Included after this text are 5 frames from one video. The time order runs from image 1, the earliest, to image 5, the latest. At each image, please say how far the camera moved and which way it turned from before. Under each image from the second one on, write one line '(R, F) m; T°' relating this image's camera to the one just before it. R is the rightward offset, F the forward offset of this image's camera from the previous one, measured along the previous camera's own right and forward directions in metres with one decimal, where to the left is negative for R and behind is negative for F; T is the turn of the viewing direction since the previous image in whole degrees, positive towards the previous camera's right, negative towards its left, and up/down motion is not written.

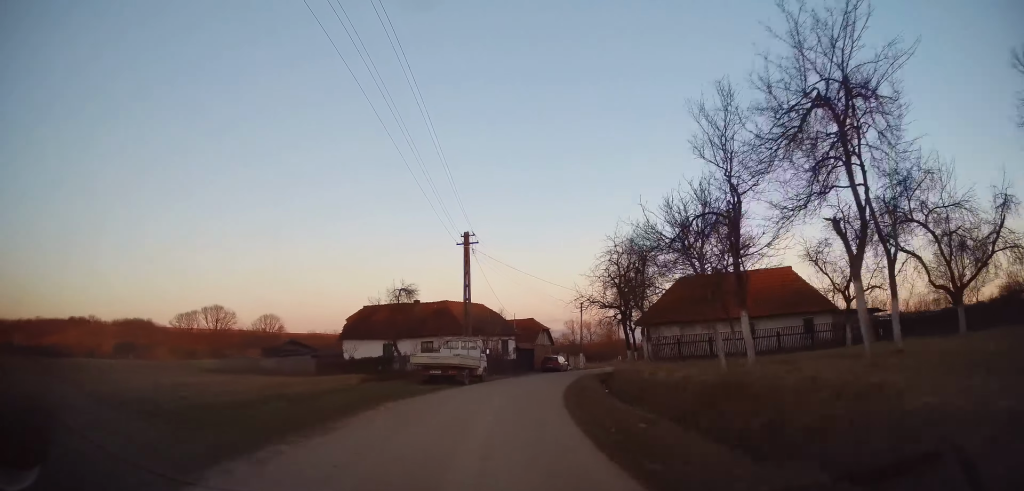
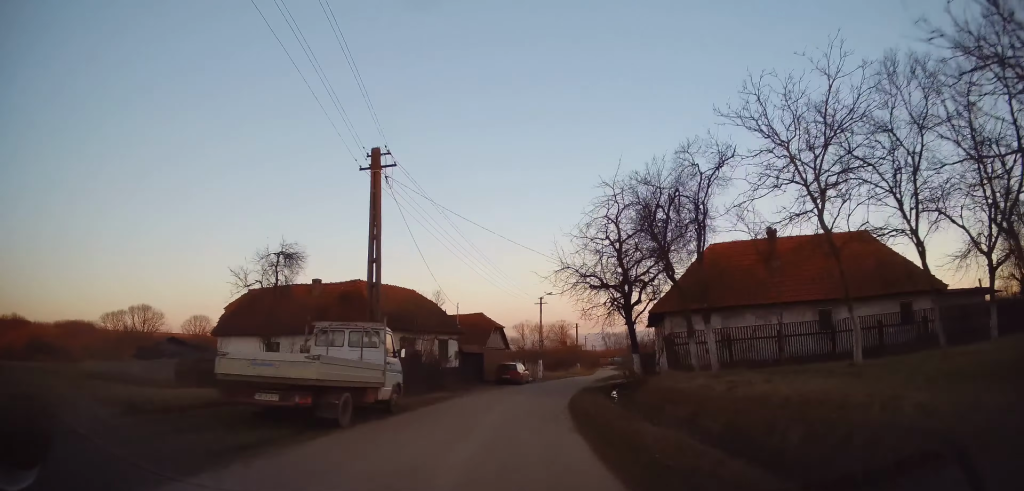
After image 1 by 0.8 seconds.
(+0.7, +13.2) m; +7°
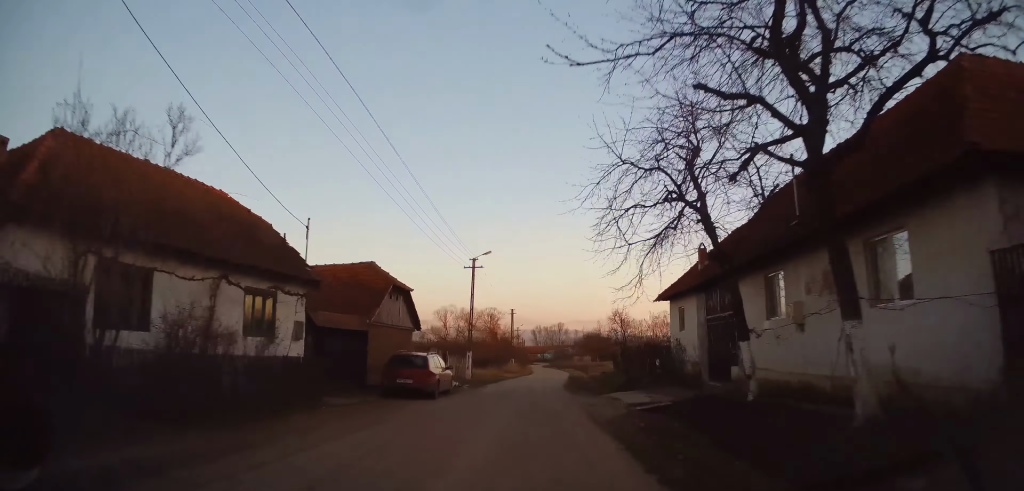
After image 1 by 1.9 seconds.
(+1.5, +18.0) m; +8°
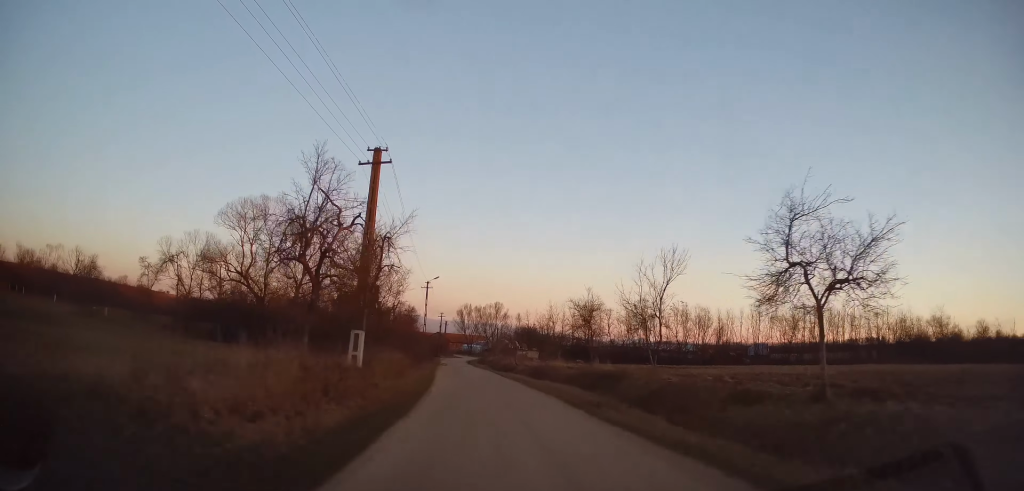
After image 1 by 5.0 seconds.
(+5.2, +53.9) m; +5°
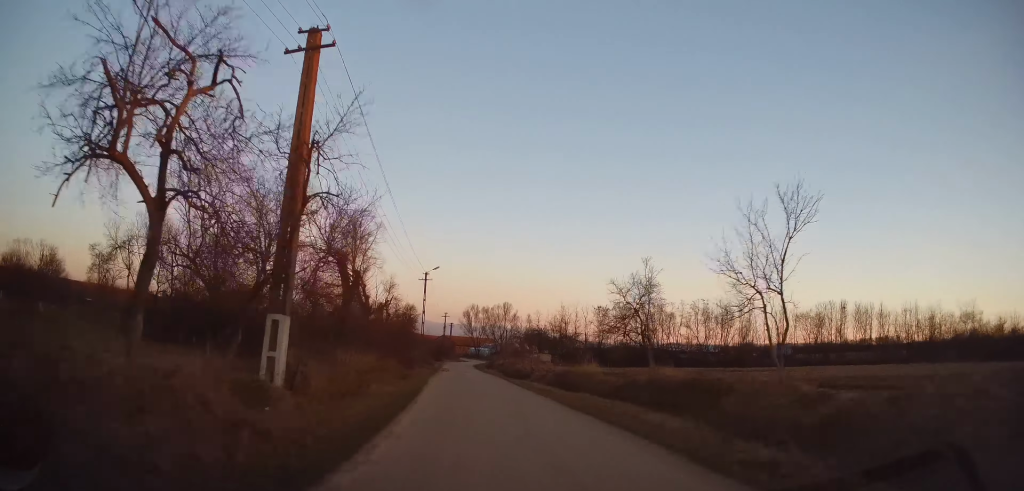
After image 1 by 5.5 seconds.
(-0.2, +8.2) m; -1°
